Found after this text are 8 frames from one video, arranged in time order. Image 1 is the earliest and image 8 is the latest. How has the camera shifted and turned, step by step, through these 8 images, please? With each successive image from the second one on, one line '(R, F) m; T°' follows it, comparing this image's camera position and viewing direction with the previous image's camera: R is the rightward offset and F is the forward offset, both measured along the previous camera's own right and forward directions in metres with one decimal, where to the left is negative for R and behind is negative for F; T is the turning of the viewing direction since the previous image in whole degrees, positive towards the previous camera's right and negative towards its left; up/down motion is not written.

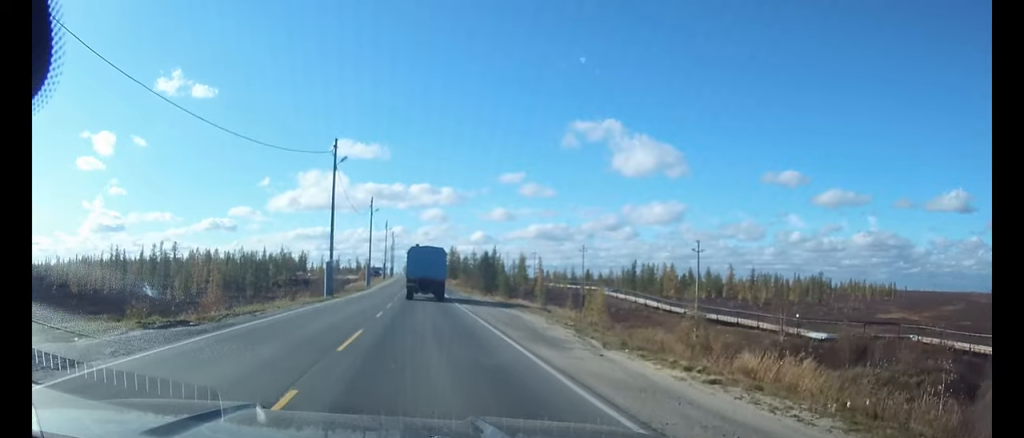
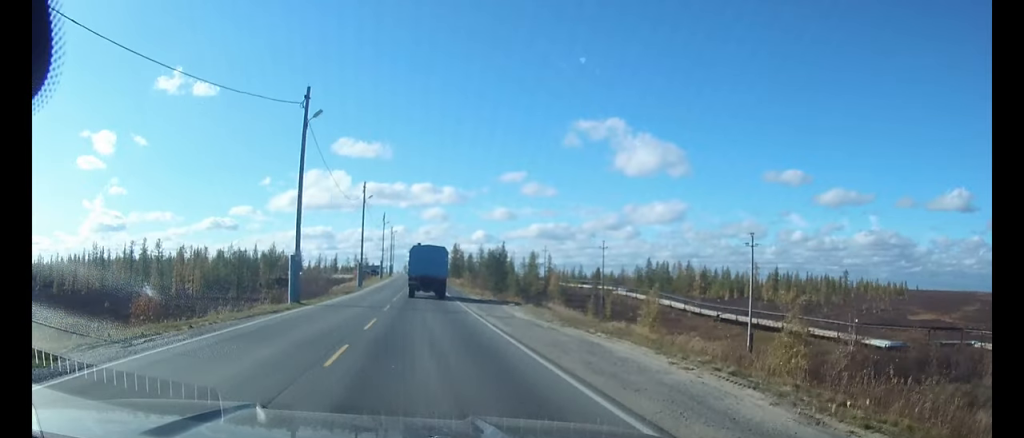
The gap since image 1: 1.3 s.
(+0.1, +12.3) m; +1°
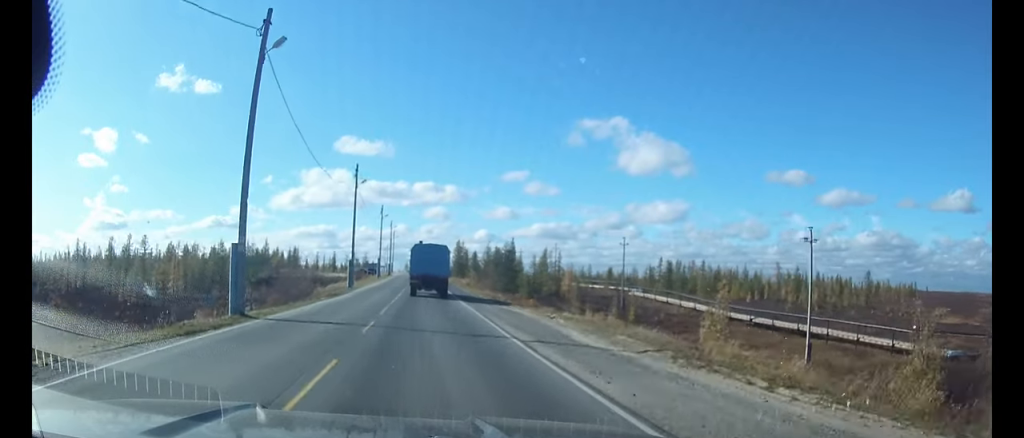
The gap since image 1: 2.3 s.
(+0.1, +9.5) m; 0°
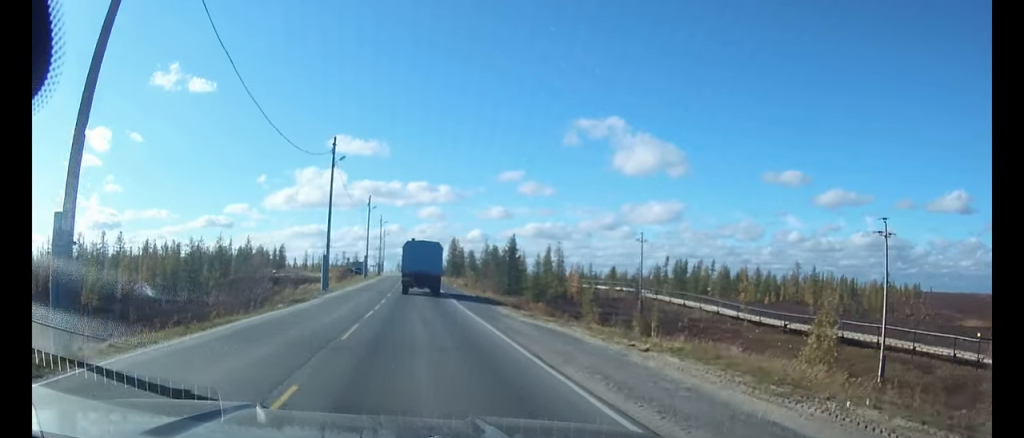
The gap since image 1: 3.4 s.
(0.0, +10.3) m; 0°
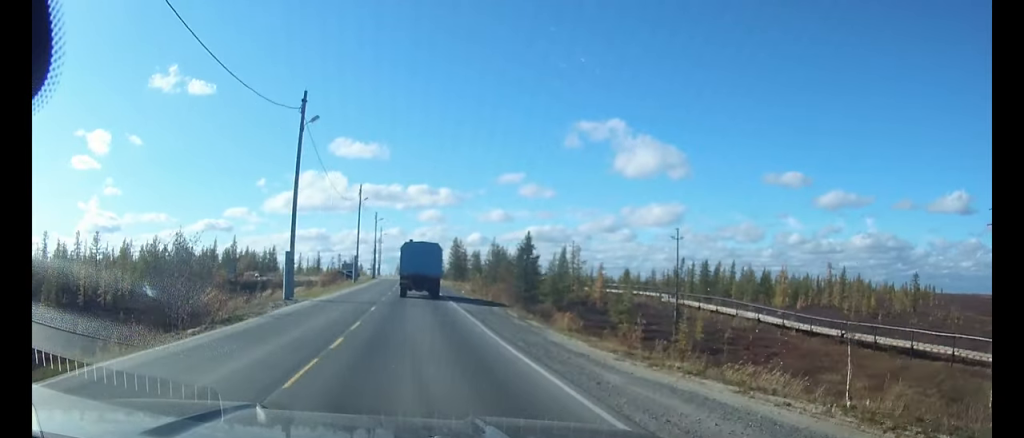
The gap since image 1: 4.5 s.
(0.0, +11.6) m; 0°
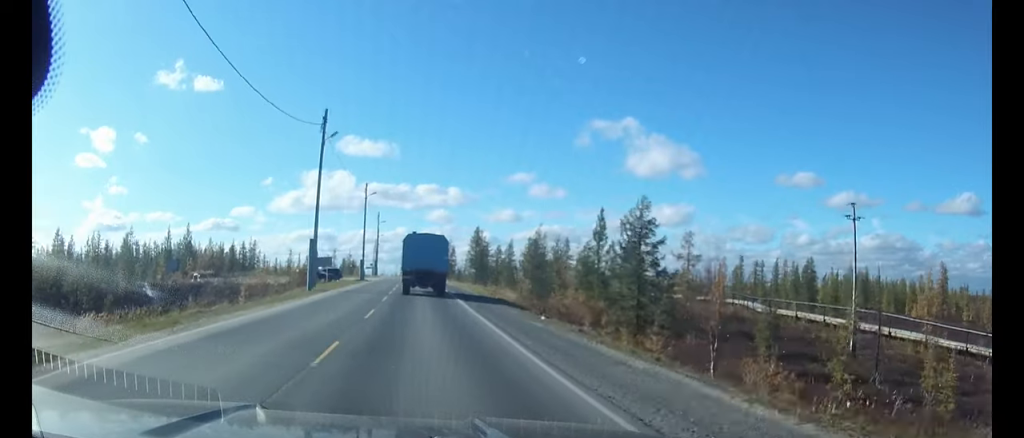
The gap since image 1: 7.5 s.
(+0.1, +30.4) m; 0°
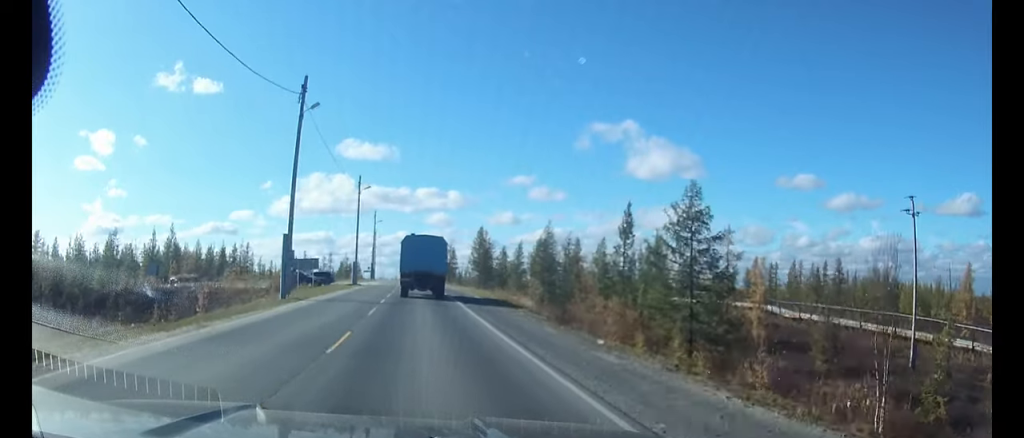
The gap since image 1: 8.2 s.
(0.0, +7.1) m; 0°
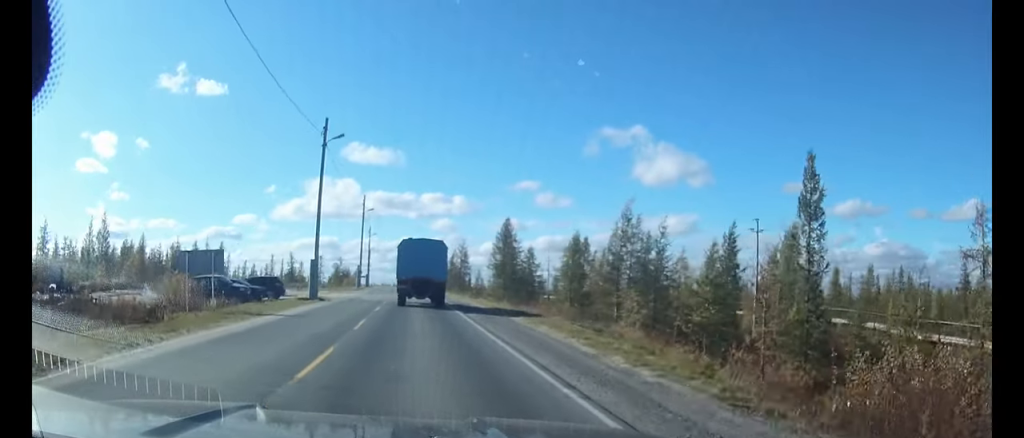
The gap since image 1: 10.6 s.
(+0.1, +25.4) m; +1°
